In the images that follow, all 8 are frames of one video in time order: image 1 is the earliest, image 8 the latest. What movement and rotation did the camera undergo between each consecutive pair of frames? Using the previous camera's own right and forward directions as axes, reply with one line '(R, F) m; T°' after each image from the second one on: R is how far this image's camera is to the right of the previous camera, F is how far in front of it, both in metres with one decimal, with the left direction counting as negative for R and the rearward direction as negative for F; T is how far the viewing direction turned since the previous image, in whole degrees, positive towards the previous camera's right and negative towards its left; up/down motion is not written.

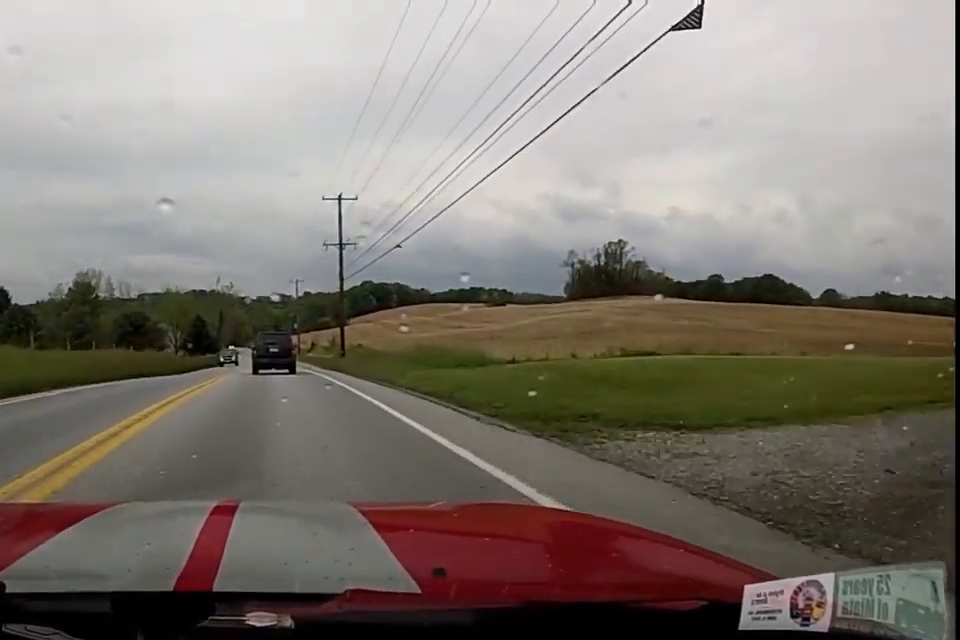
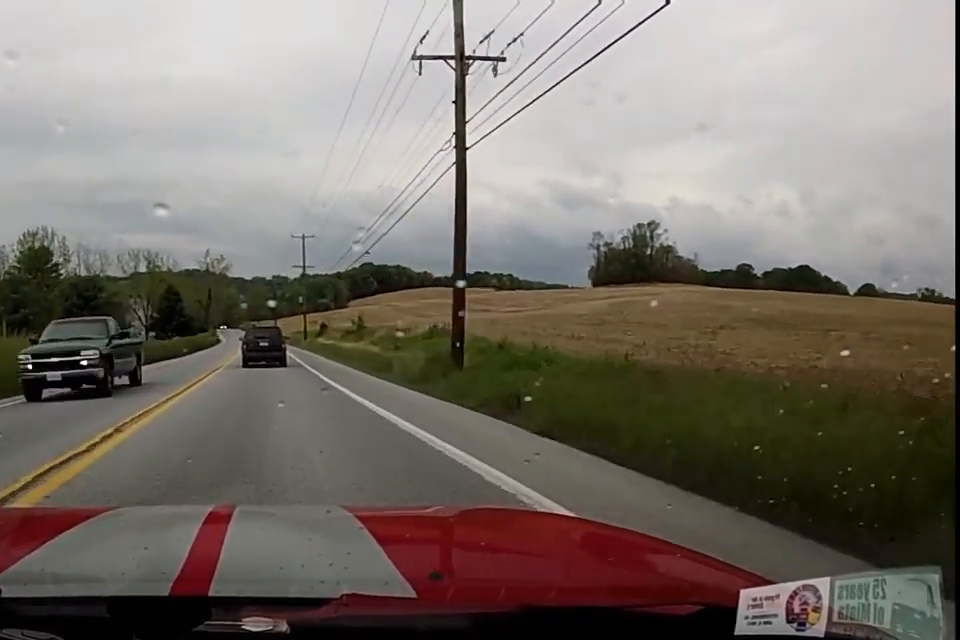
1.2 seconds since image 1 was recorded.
(0.0, +27.3) m; 0°
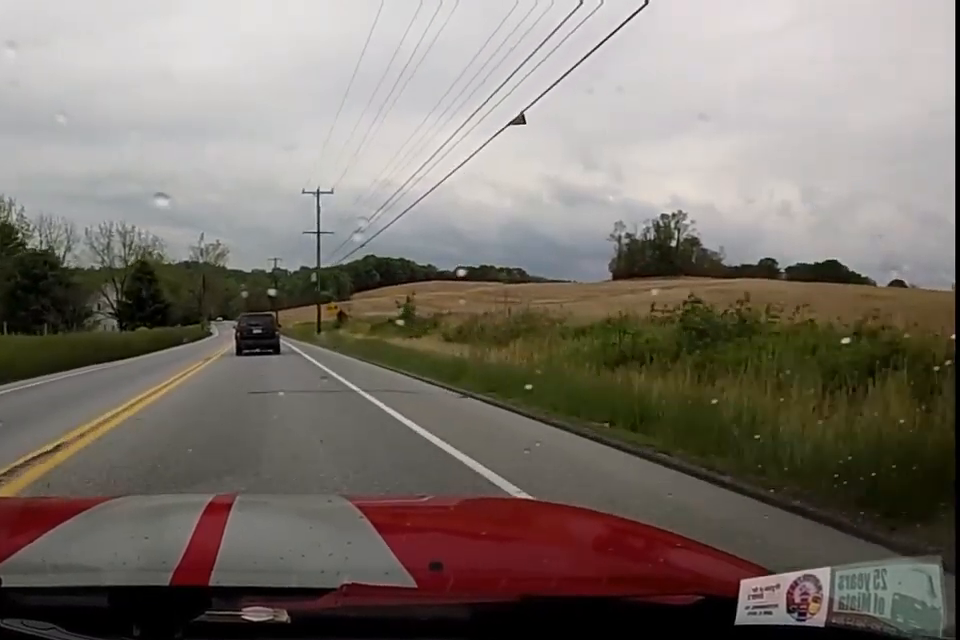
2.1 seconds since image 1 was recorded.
(0.0, +18.5) m; 0°
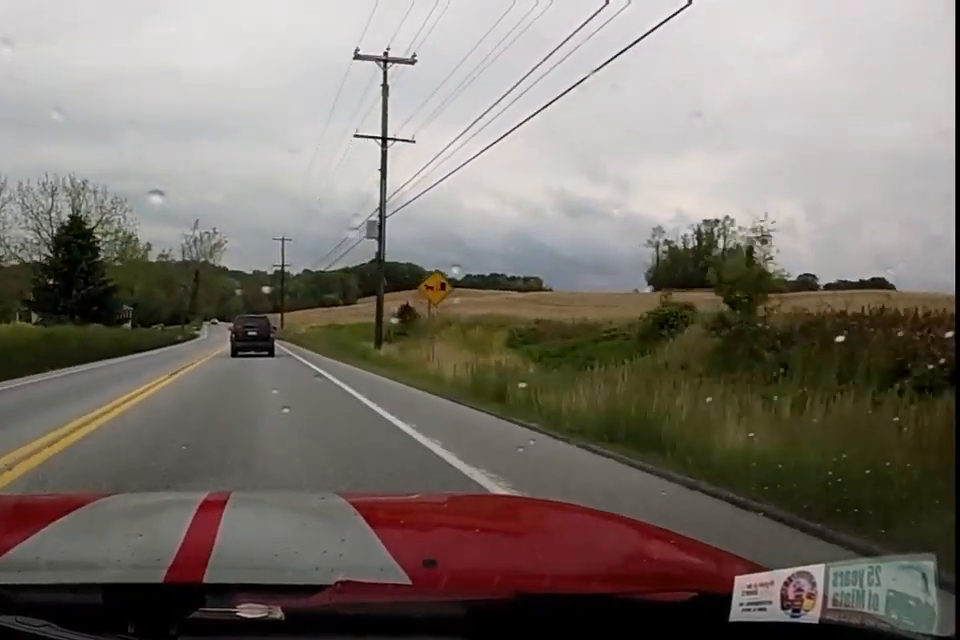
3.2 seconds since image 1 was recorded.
(-0.1, +25.3) m; 0°
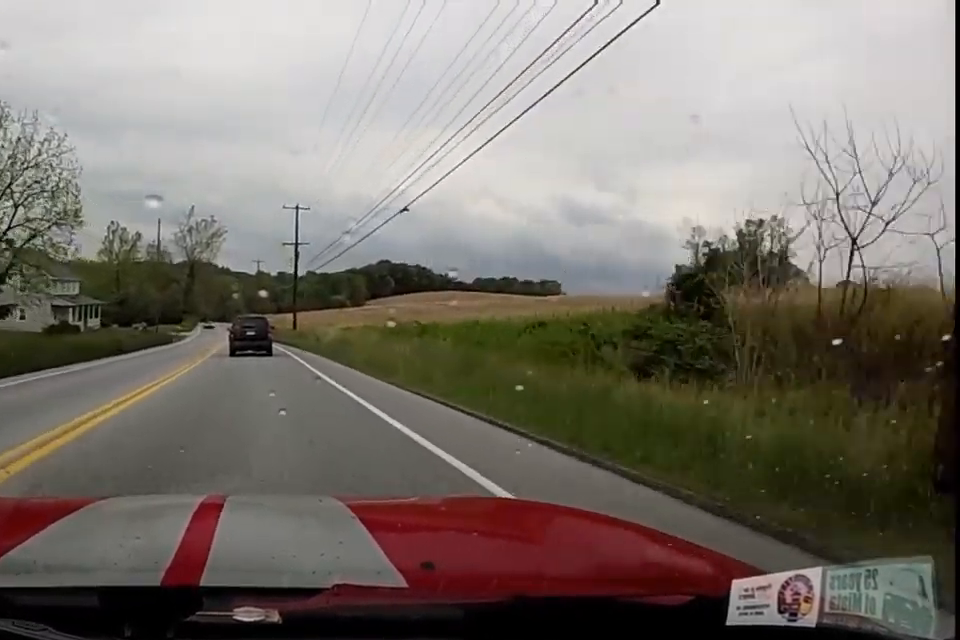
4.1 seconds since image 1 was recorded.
(0.0, +20.9) m; 0°
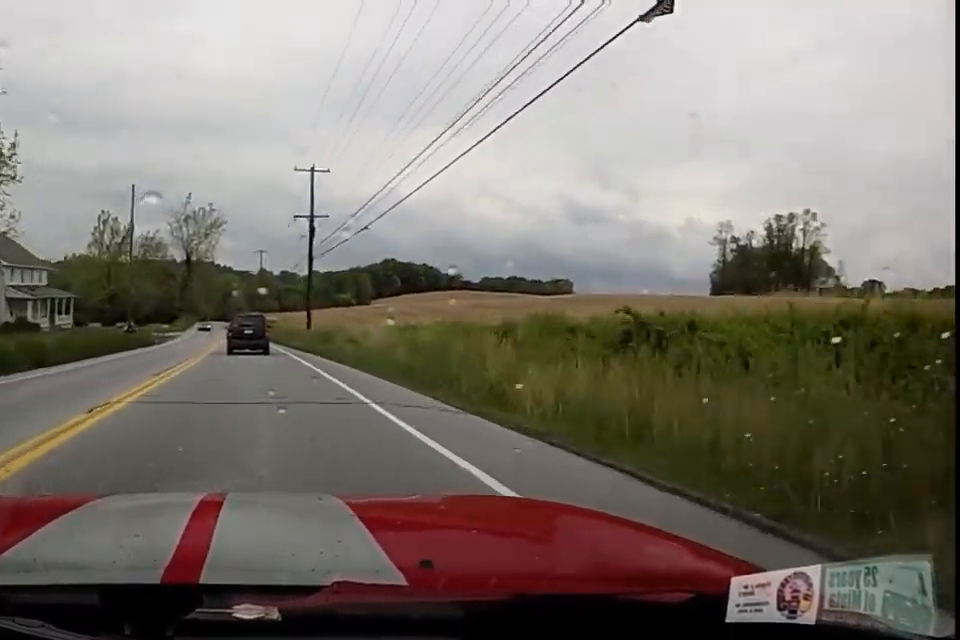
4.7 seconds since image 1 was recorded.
(0.0, +12.7) m; 0°
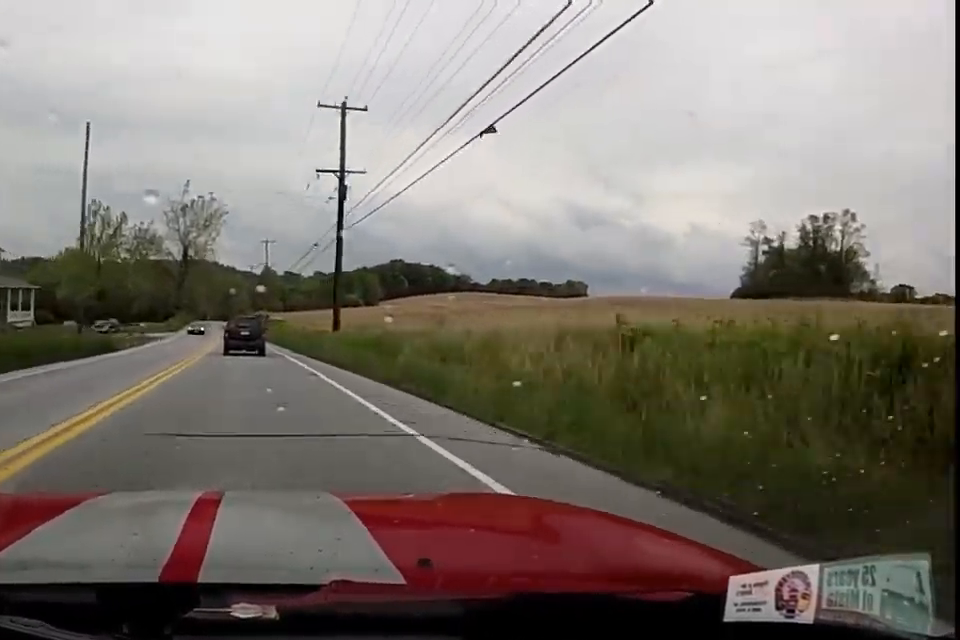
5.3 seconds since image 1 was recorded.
(0.0, +12.8) m; 0°
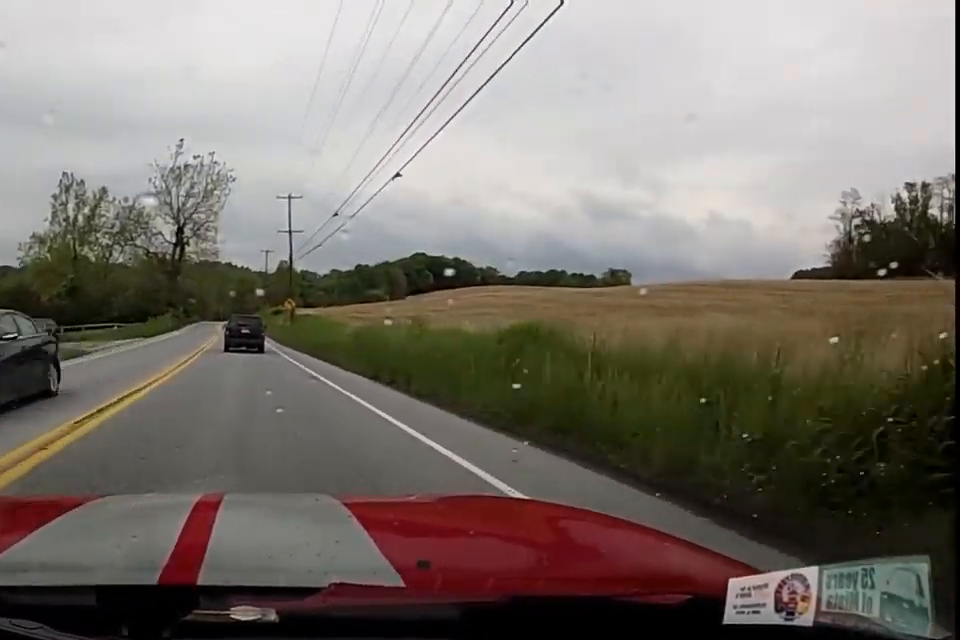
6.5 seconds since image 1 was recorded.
(0.0, +28.9) m; -2°
